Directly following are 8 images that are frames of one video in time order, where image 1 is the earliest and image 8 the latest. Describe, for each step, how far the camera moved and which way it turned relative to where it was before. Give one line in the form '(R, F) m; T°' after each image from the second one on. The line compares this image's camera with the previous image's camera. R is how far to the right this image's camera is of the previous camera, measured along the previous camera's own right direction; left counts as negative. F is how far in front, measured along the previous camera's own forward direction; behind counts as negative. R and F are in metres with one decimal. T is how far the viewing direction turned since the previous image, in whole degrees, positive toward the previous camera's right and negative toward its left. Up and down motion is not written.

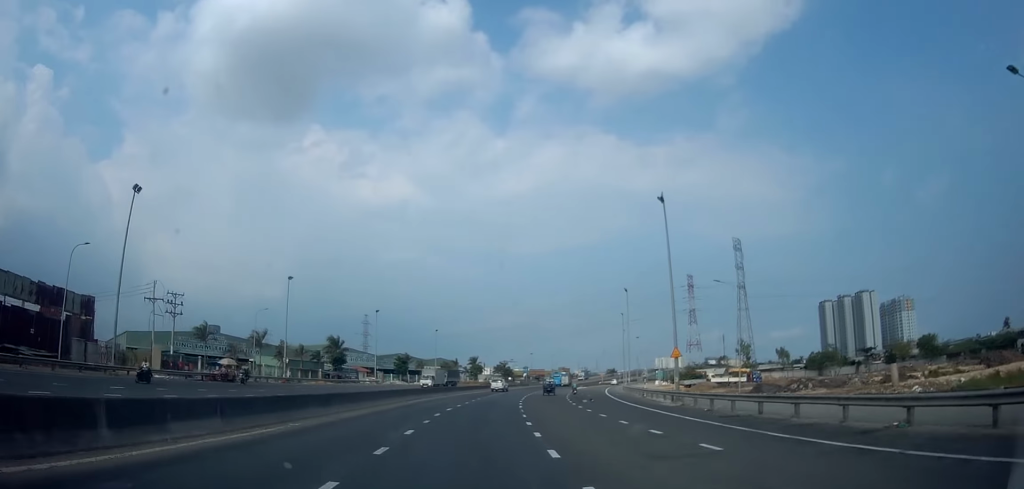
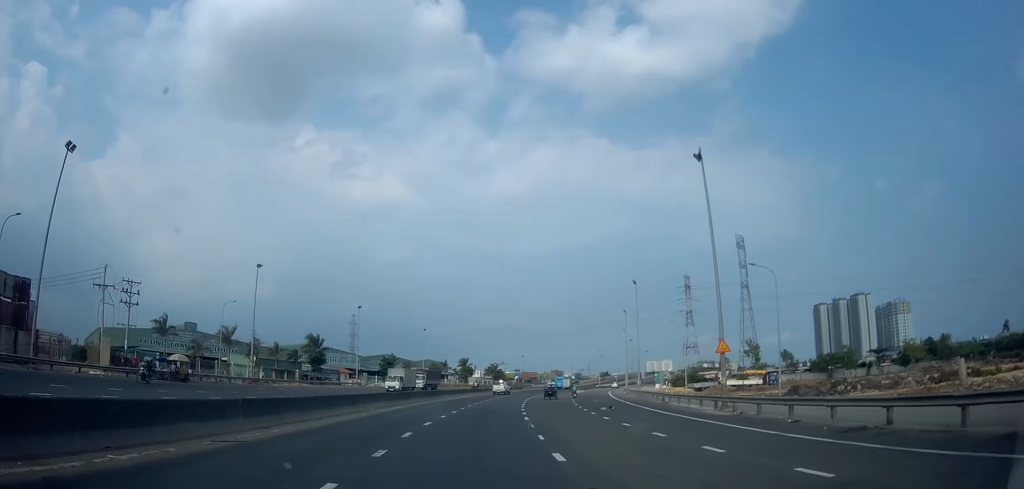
(+0.1, +8.0) m; +1°
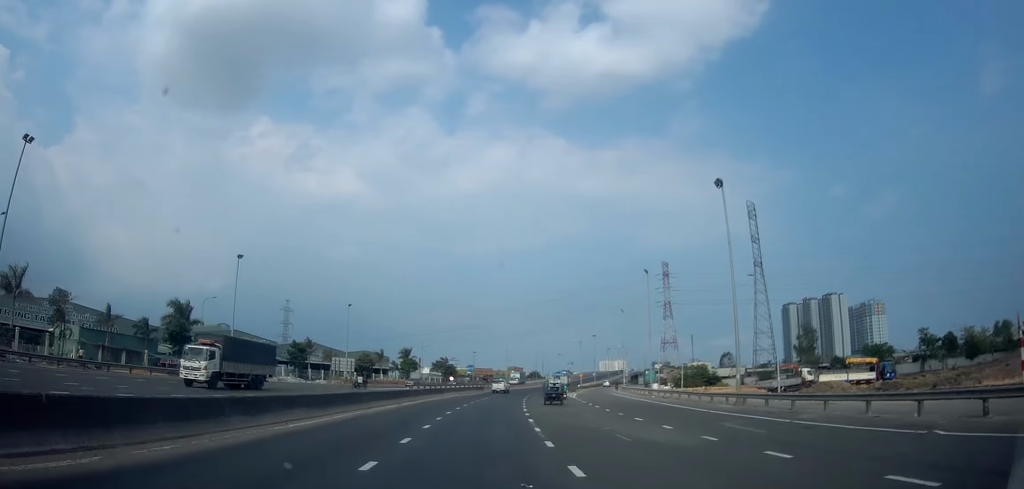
(+1.3, +33.1) m; +5°
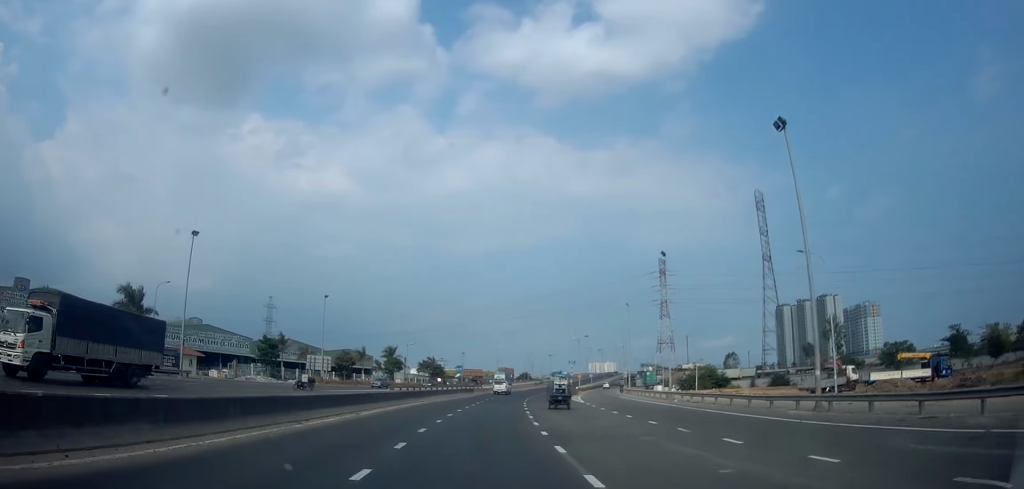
(+0.3, +8.6) m; +1°
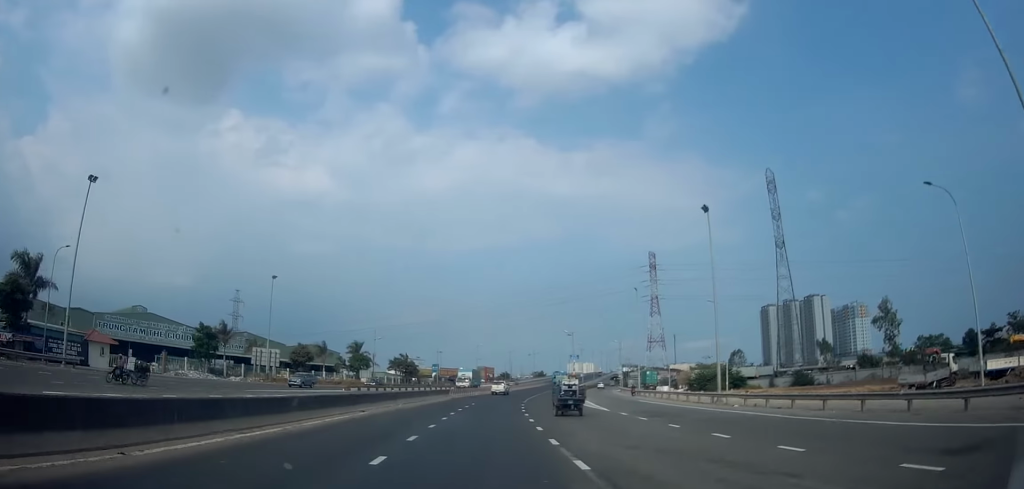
(+0.1, +14.4) m; +2°
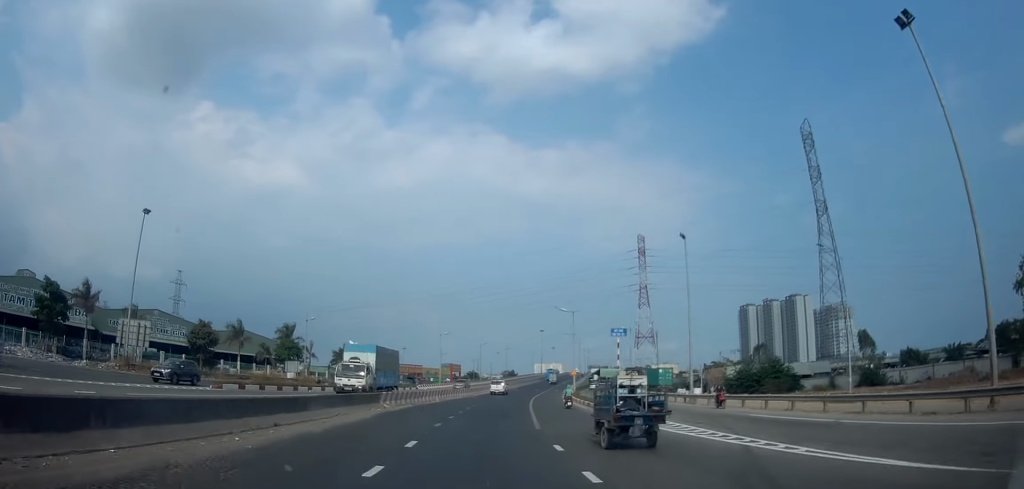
(+1.0, +24.1) m; +6°
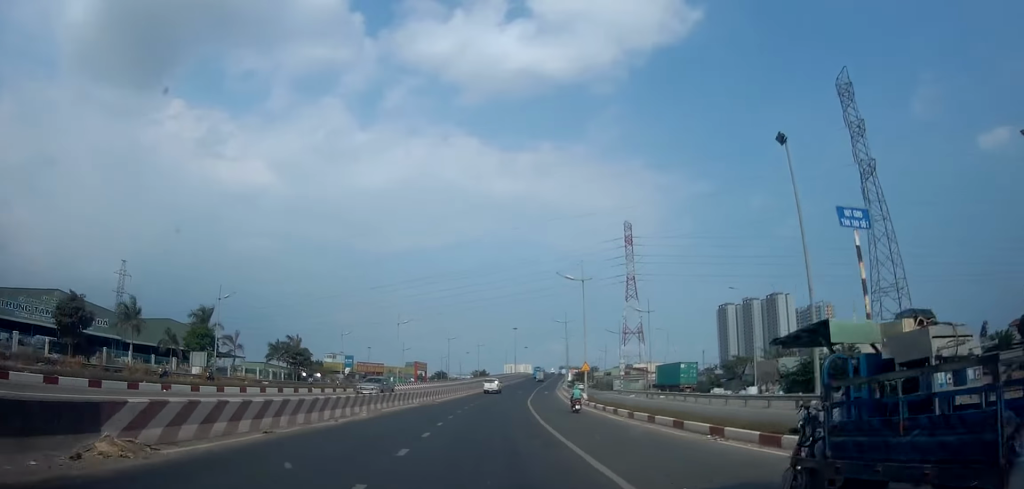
(+0.6, +19.8) m; +3°
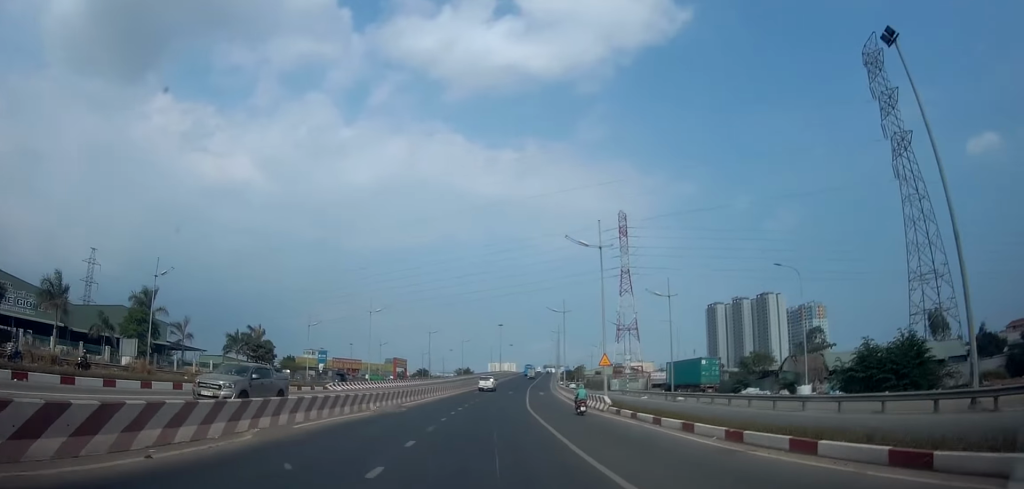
(0.0, +10.6) m; +2°
